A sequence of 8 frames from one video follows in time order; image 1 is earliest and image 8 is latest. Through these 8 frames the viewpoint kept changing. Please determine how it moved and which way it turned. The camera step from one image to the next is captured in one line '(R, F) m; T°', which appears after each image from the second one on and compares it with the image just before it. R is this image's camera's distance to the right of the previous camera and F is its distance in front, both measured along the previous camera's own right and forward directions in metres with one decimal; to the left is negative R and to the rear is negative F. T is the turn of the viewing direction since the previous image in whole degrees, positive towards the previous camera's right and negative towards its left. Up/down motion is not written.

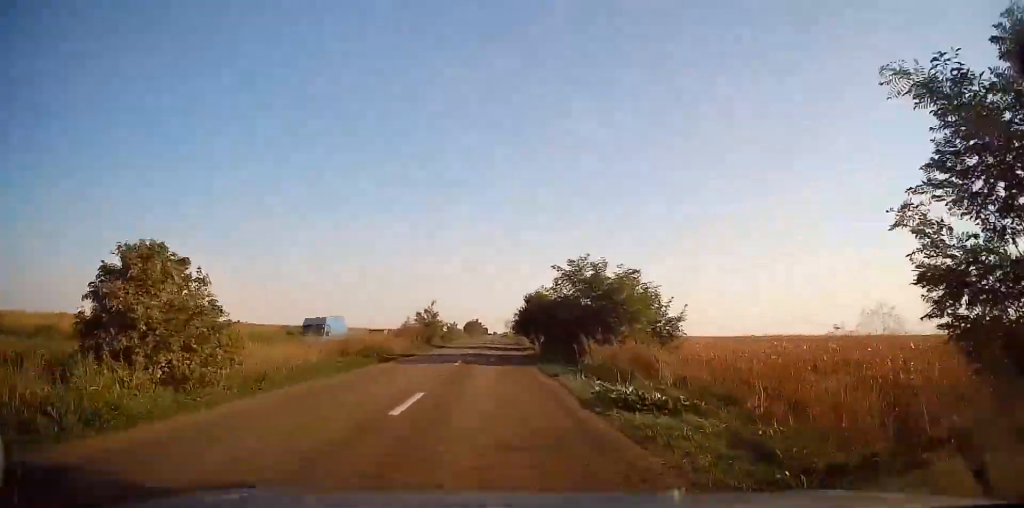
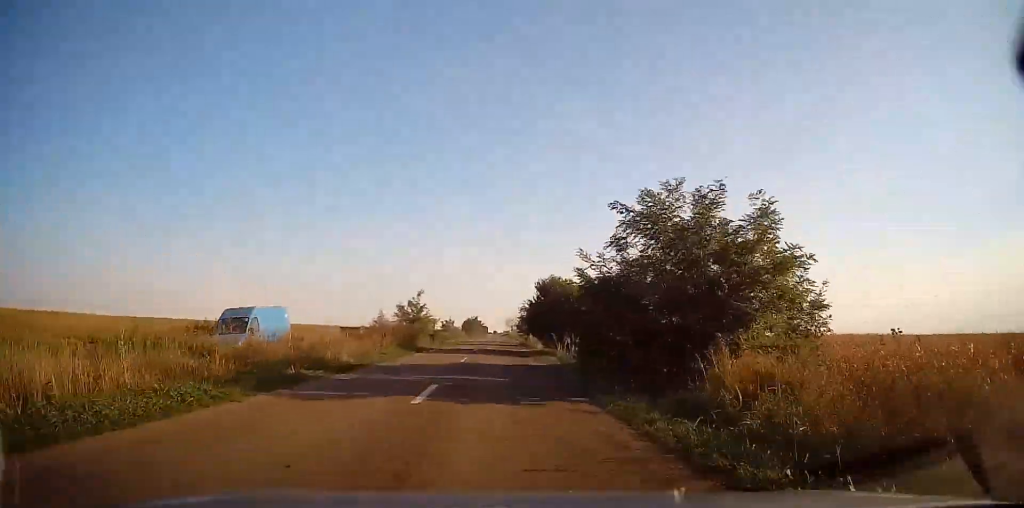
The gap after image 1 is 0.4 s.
(-0.2, +11.3) m; 0°
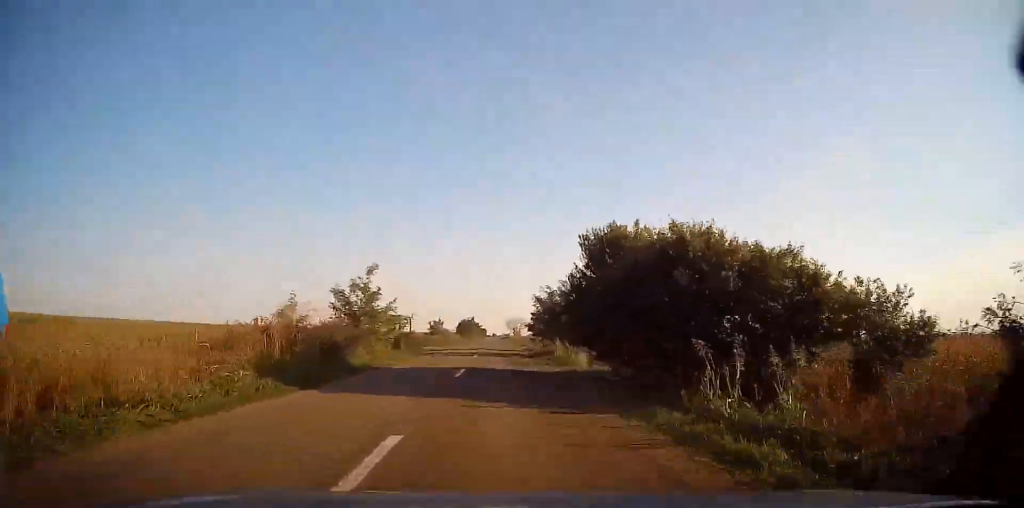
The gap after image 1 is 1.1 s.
(+0.2, +17.7) m; +1°
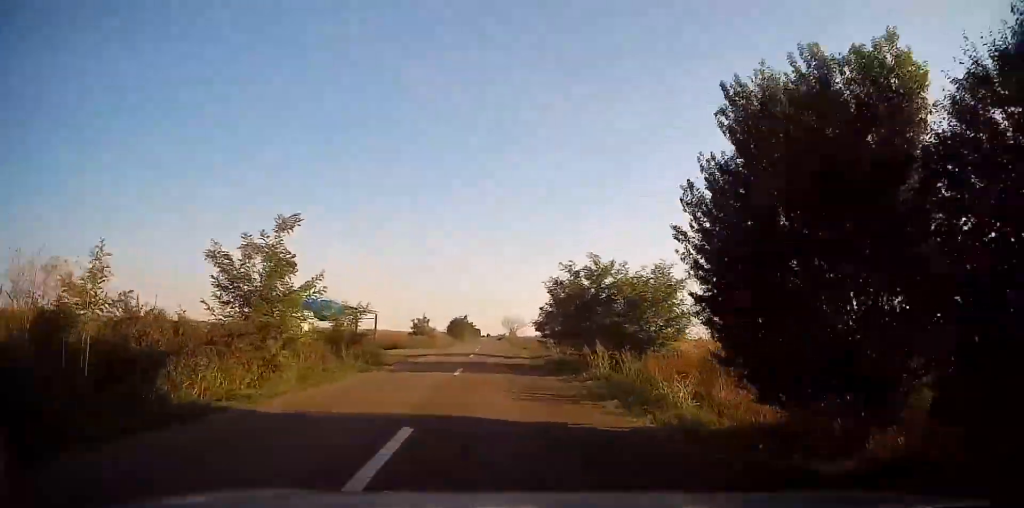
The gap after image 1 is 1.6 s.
(0.0, +11.2) m; 0°
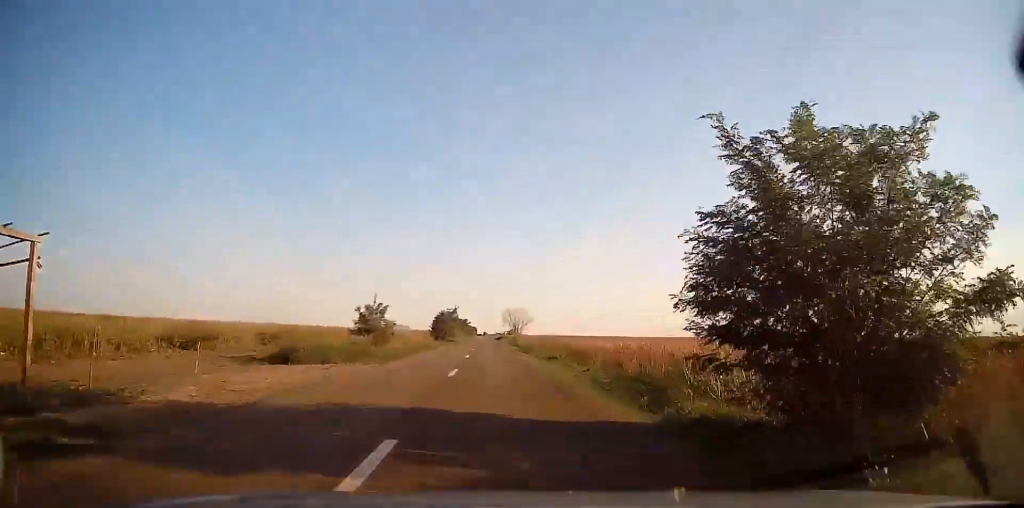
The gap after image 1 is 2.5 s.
(+0.1, +24.8) m; +1°
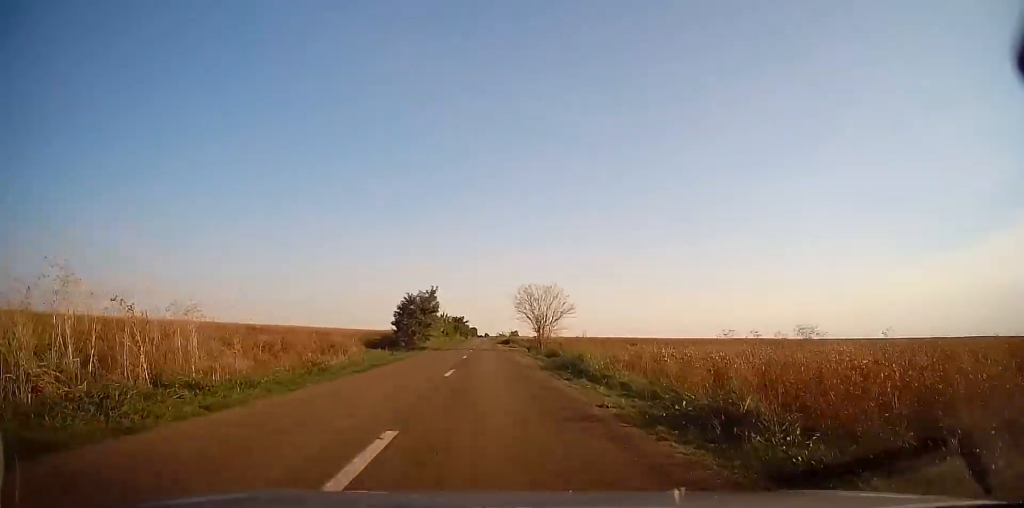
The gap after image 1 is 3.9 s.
(+0.1, +34.7) m; 0°
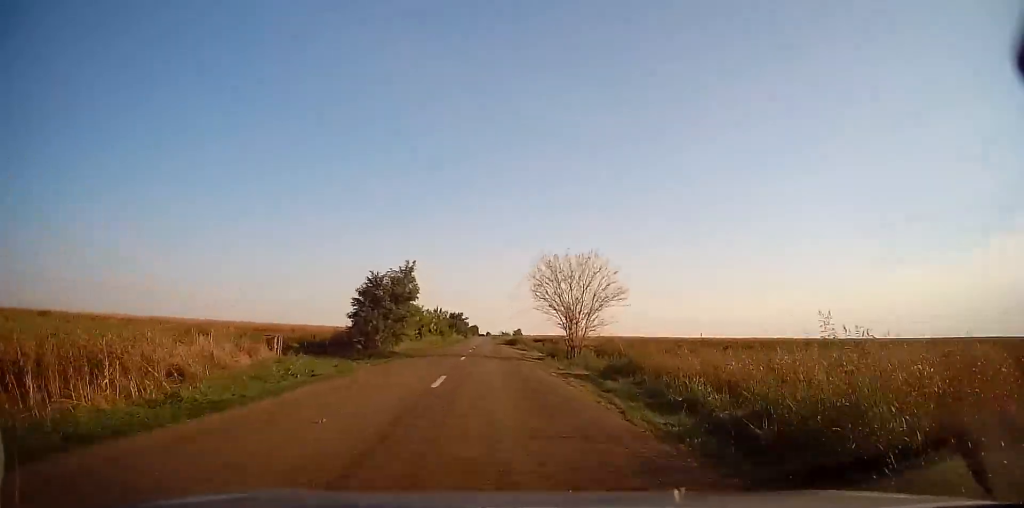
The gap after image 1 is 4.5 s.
(0.0, +15.3) m; -1°
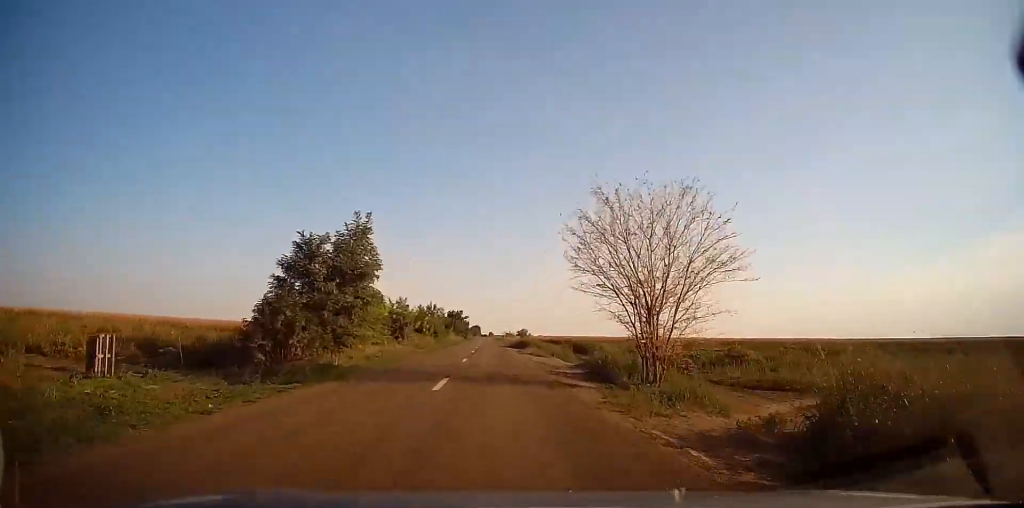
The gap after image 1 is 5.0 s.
(-0.1, +12.8) m; 0°
